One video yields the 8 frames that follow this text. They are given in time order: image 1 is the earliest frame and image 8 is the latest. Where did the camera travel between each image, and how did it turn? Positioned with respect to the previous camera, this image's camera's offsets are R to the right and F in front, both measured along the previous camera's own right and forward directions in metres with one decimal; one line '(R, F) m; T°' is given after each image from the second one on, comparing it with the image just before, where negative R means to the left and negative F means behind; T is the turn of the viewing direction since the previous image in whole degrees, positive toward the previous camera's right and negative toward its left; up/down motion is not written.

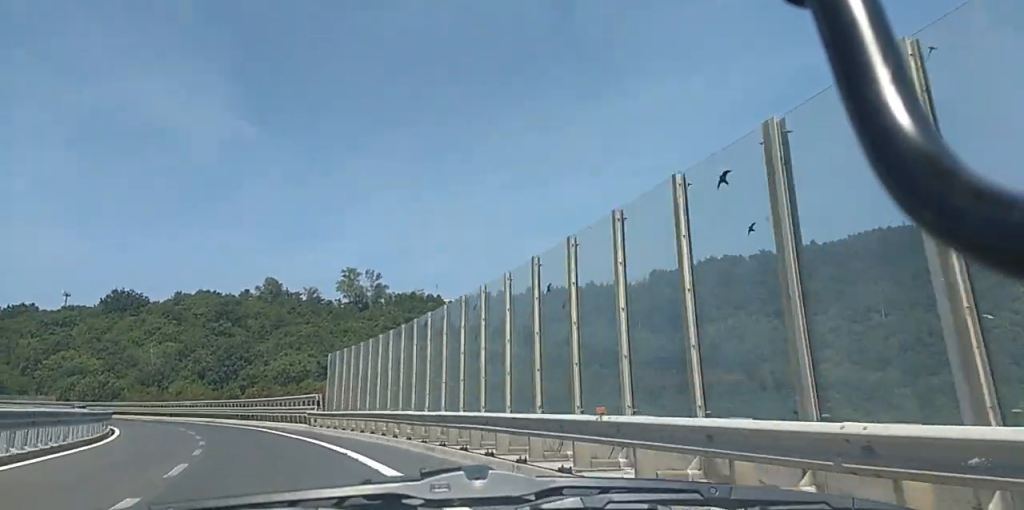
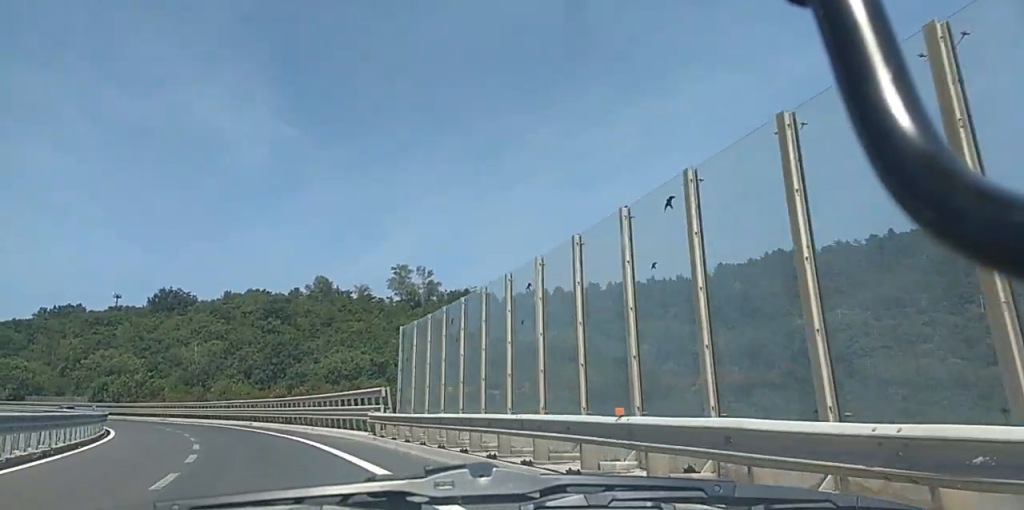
(-0.3, +16.1) m; -3°
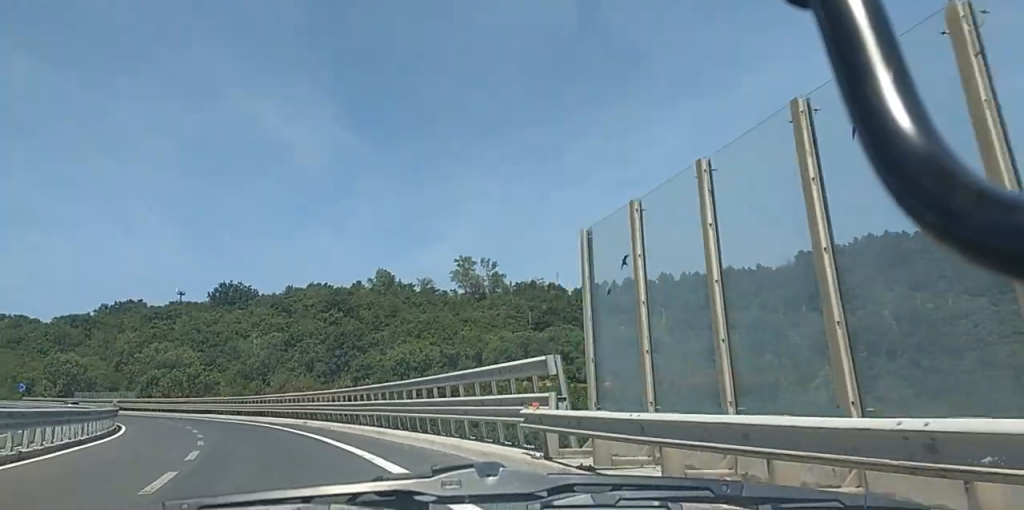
(-0.5, +16.1) m; -4°
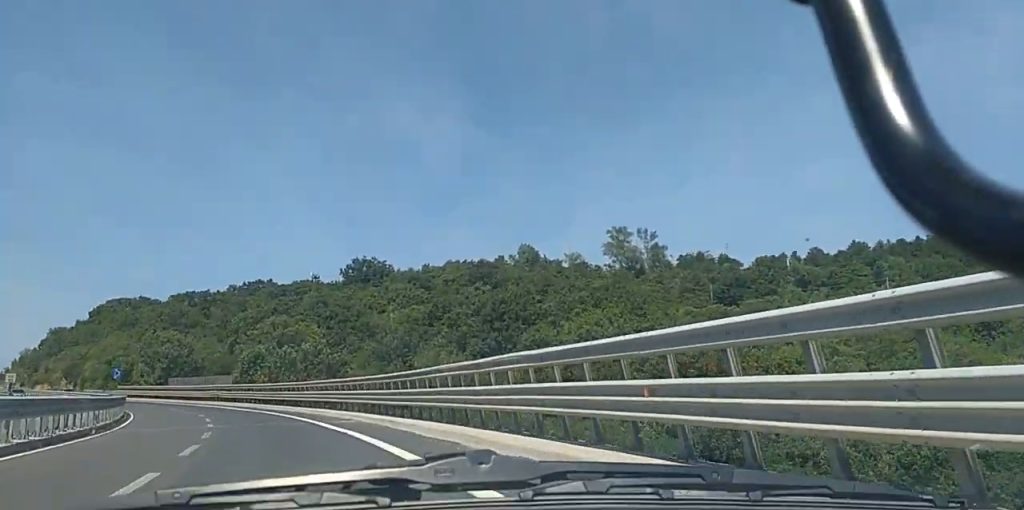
(-3.7, +38.2) m; -10°
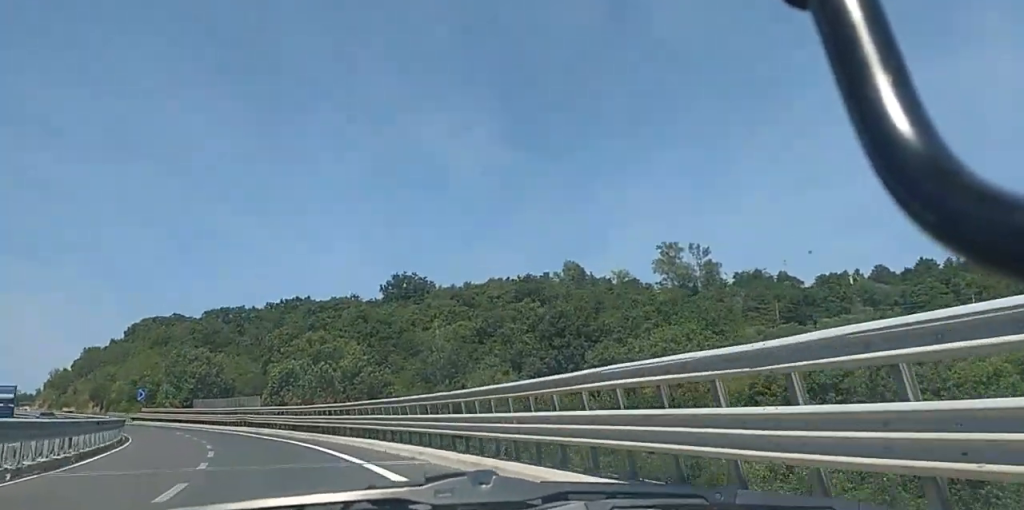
(-0.3, +11.6) m; -2°
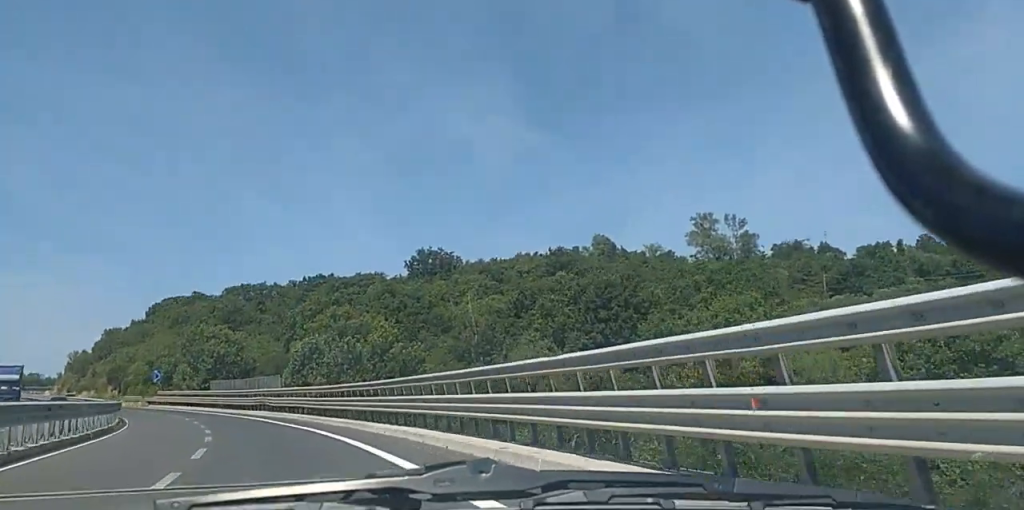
(+0.1, +8.9) m; -2°
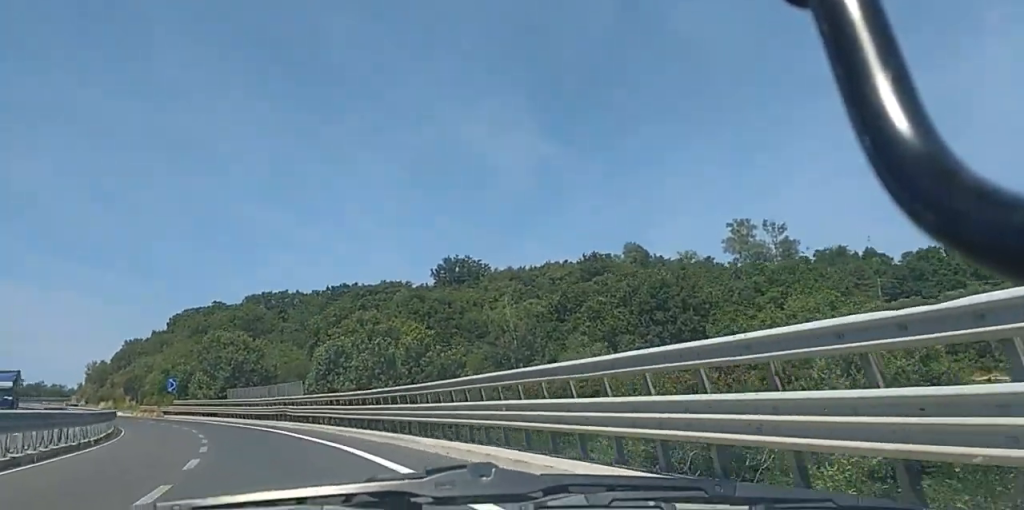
(0.0, +8.8) m; -2°
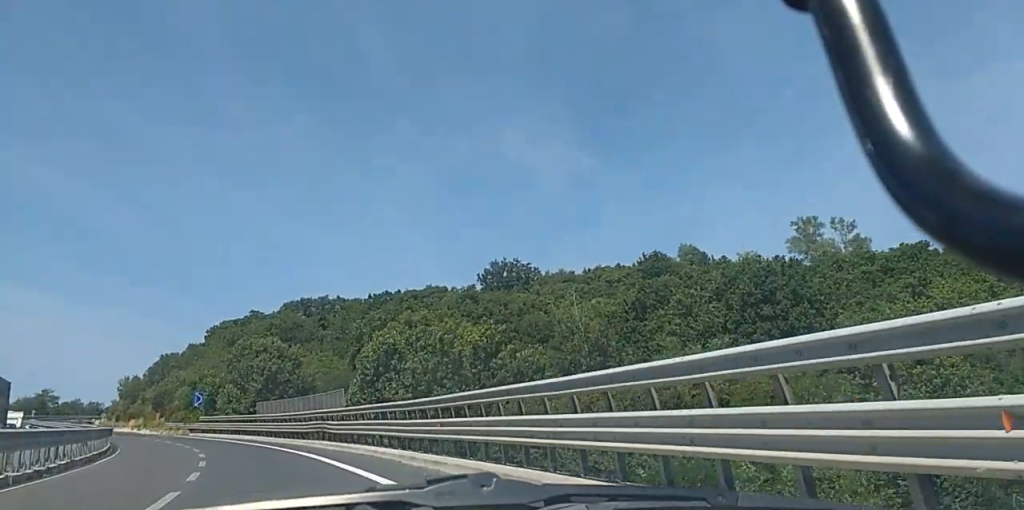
(-0.6, +12.2) m; -2°
